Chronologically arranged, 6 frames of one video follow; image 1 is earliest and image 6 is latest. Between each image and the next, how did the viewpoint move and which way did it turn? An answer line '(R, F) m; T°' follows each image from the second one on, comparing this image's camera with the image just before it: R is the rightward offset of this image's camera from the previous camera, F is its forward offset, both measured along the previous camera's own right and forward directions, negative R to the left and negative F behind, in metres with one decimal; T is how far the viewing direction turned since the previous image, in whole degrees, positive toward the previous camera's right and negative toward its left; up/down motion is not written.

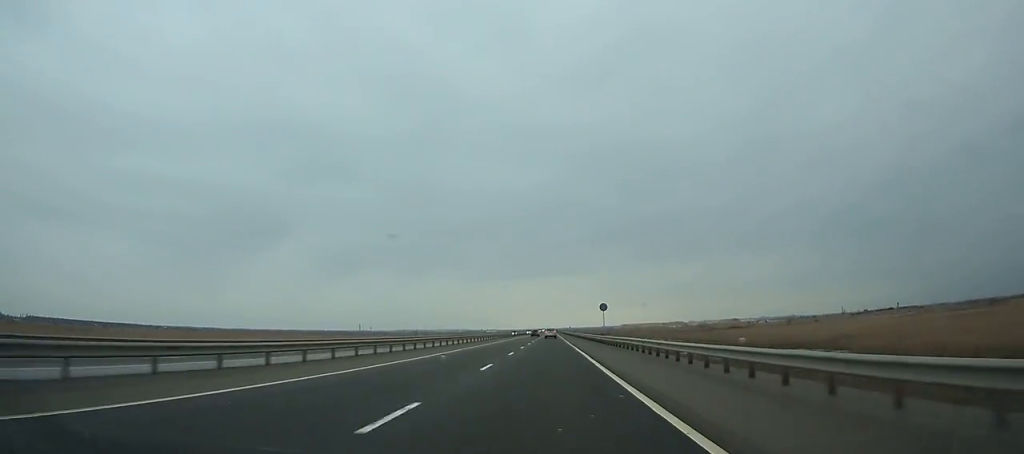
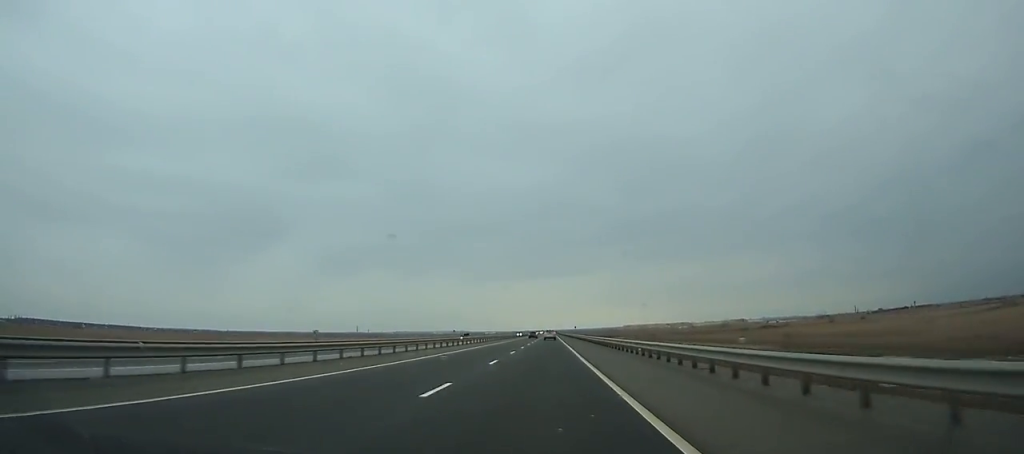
(+0.1, +54.6) m; 0°
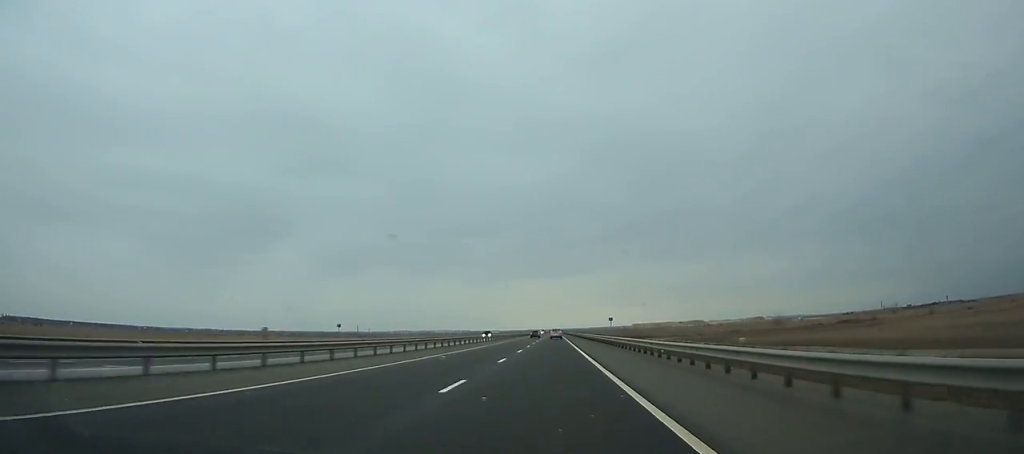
(+0.1, +83.8) m; 0°
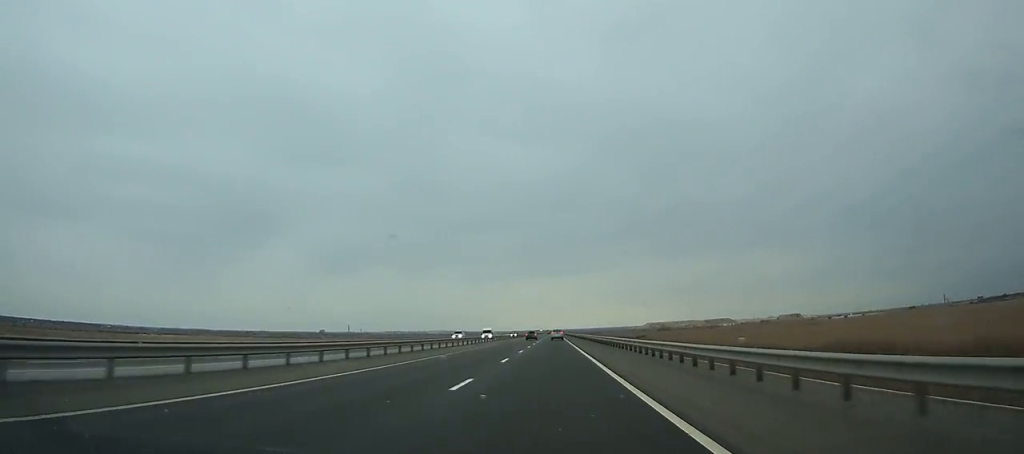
(0.0, +190.6) m; 0°
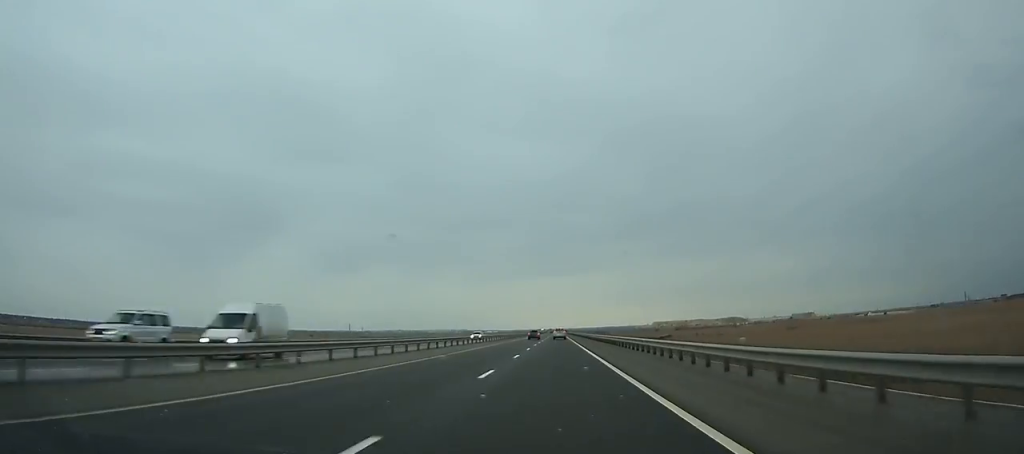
(-0.1, +44.5) m; 0°
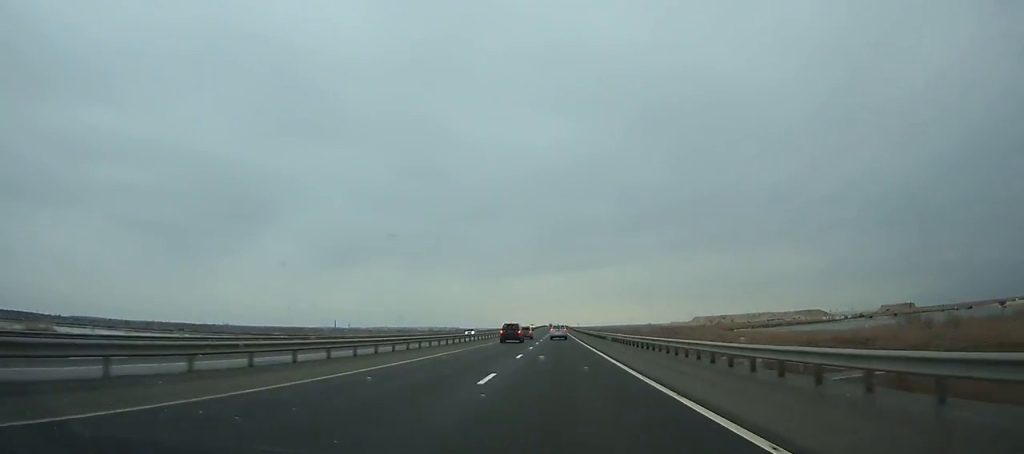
(+0.2, +282.6) m; 0°
